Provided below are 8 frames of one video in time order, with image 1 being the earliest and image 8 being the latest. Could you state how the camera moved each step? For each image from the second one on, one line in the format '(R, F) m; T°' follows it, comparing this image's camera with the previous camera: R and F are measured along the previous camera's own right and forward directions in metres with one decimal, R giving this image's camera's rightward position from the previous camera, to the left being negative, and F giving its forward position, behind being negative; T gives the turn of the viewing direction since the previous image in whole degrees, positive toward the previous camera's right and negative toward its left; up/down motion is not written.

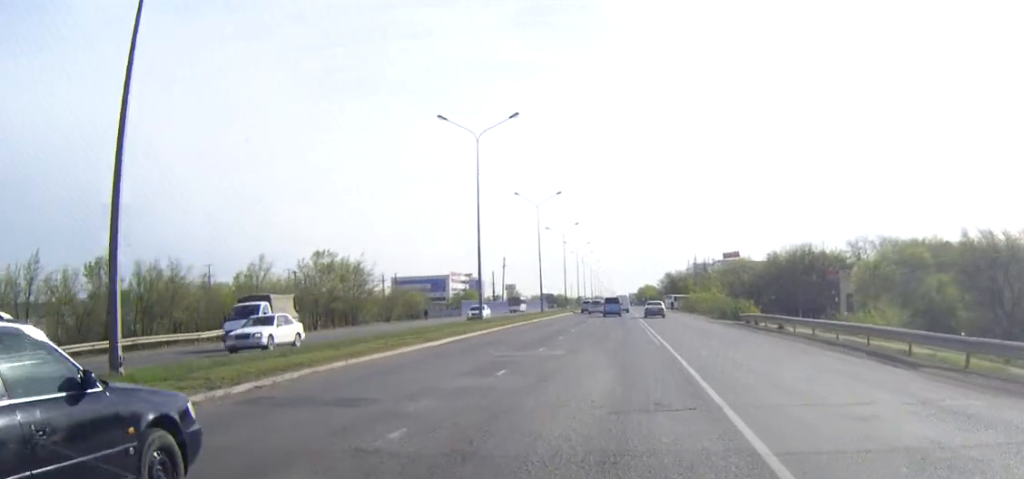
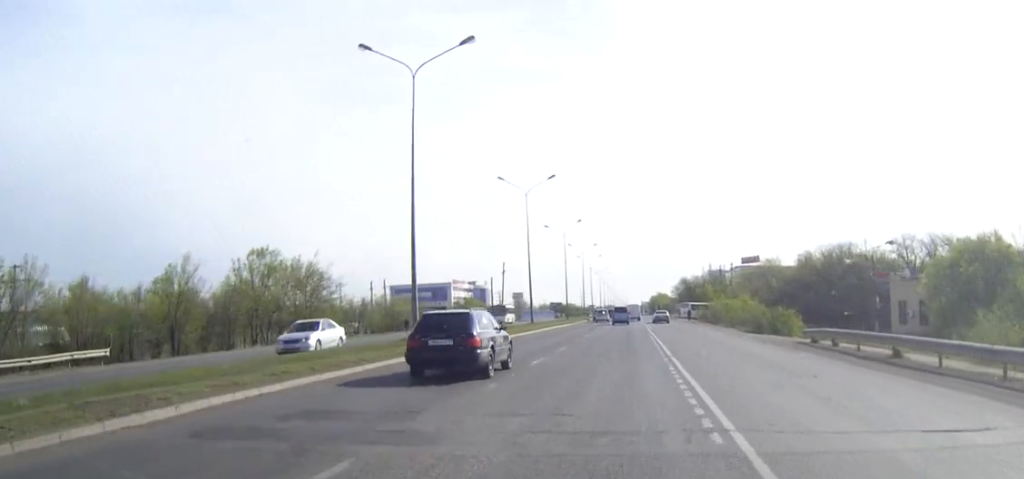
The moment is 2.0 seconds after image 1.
(-0.1, +17.8) m; 0°
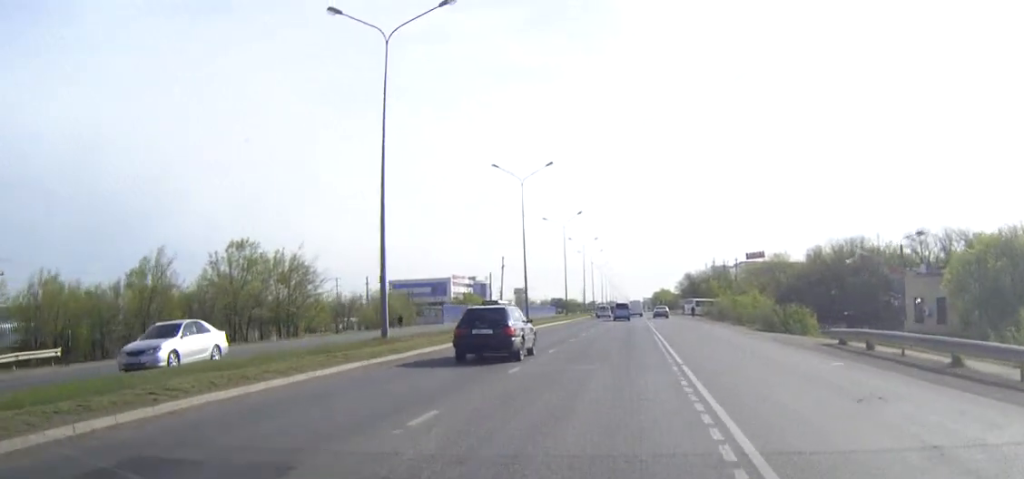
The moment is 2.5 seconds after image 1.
(0.0, +4.6) m; 0°
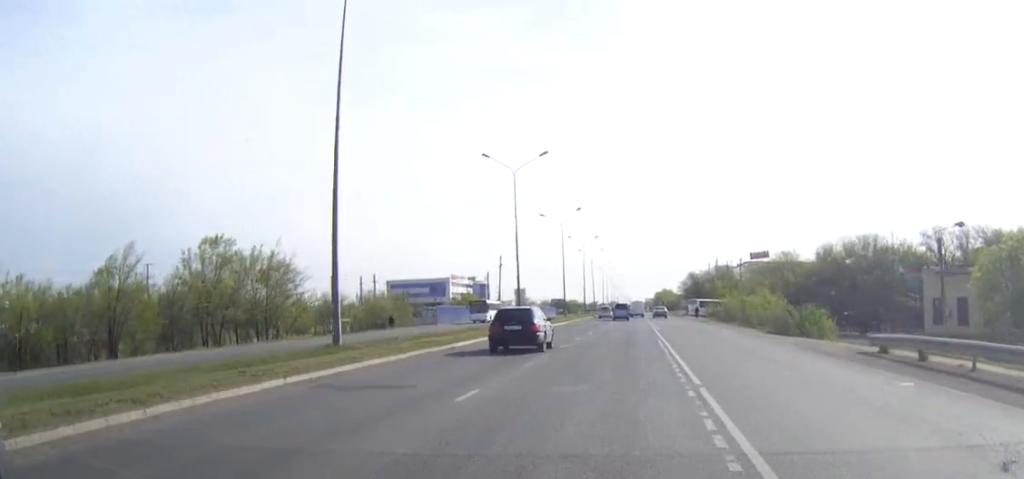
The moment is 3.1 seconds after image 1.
(0.0, +5.2) m; 0°
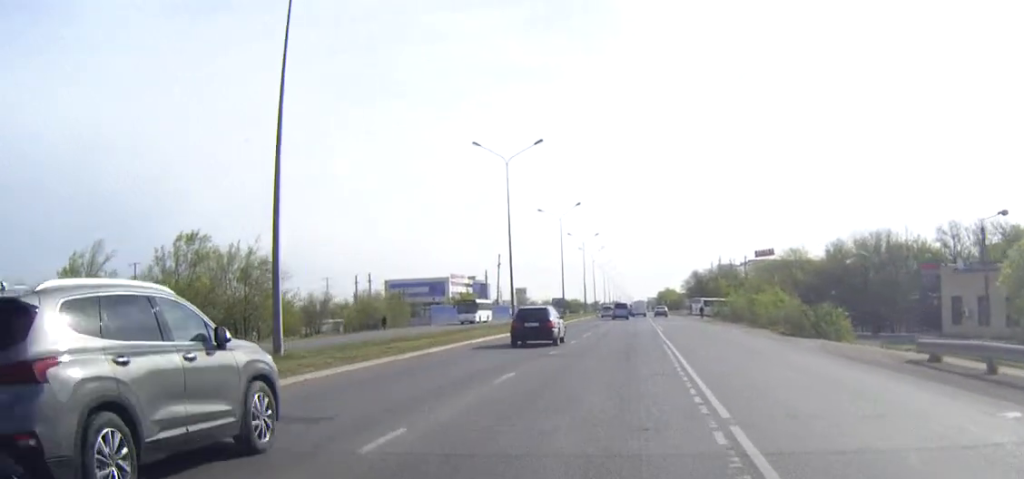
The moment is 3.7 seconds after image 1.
(0.0, +4.6) m; 0°
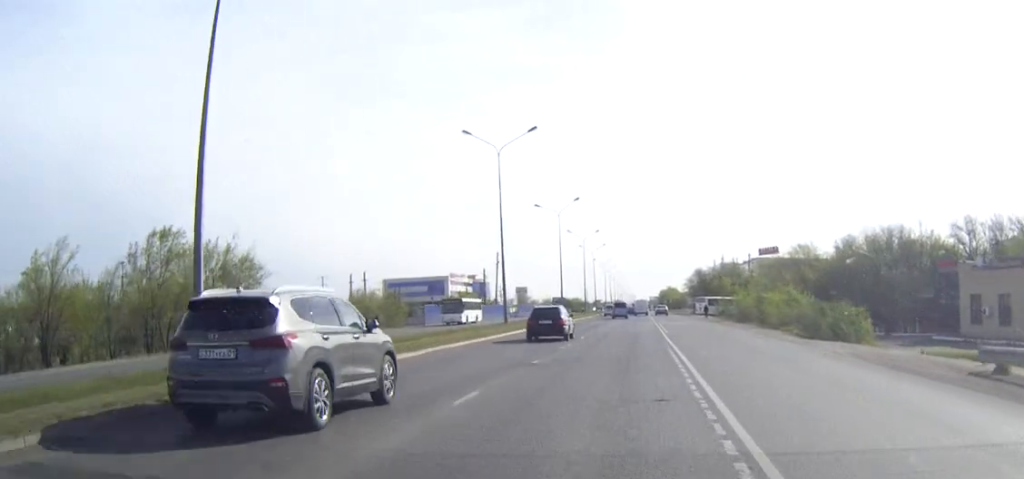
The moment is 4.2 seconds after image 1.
(0.0, +4.3) m; 0°
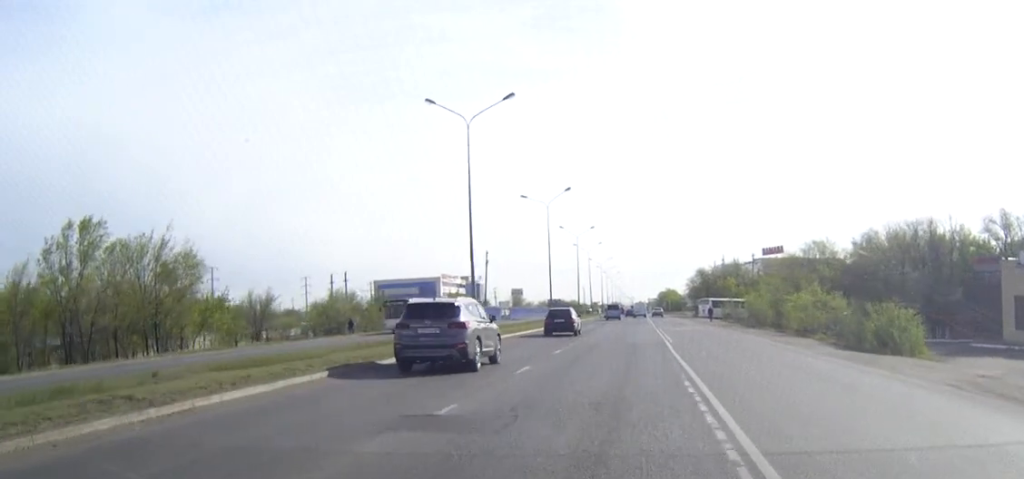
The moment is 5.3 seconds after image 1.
(0.0, +9.8) m; 0°
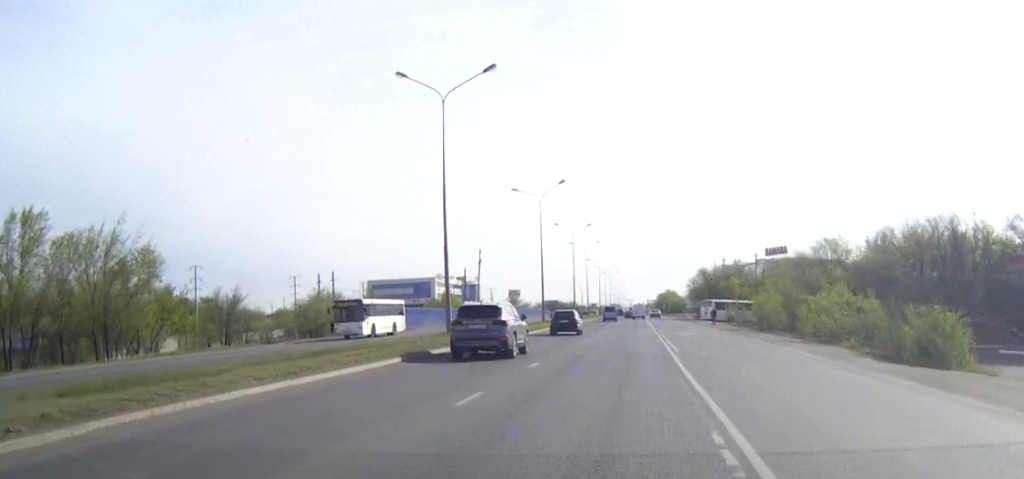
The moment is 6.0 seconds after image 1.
(0.0, +6.1) m; 0°
